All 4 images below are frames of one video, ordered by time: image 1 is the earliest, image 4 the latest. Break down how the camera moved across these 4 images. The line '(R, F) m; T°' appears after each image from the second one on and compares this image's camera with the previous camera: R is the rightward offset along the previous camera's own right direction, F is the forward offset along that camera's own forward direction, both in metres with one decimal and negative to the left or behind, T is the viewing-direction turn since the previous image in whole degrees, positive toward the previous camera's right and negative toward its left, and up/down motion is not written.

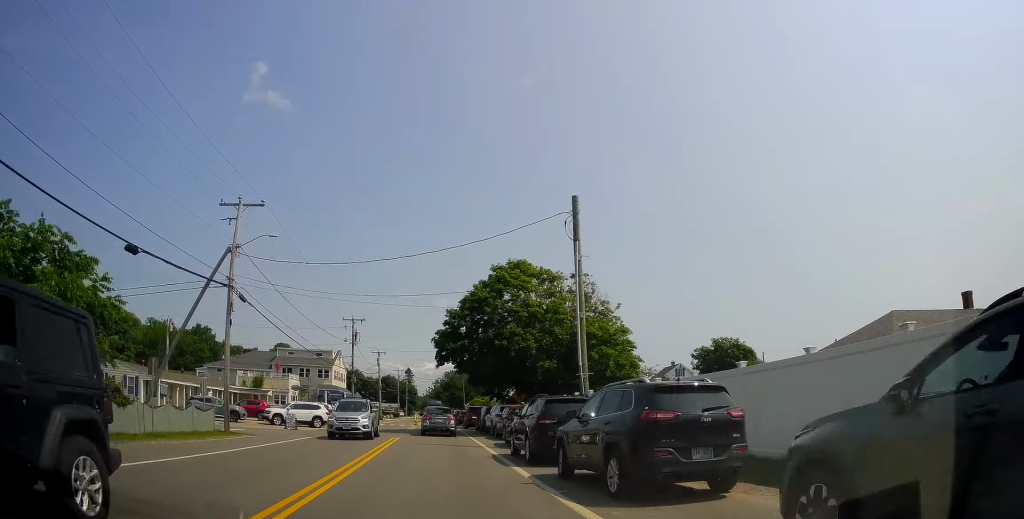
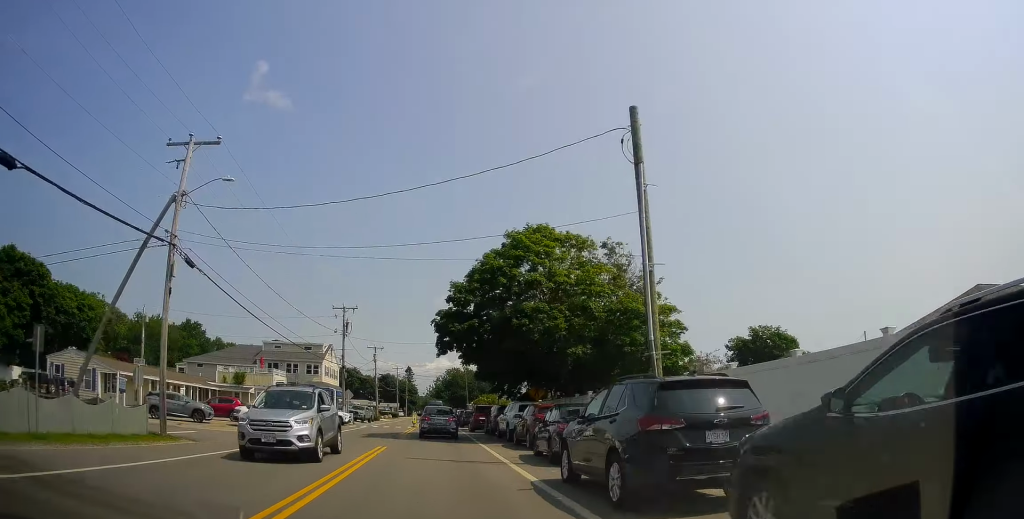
(+0.4, +6.9) m; -1°
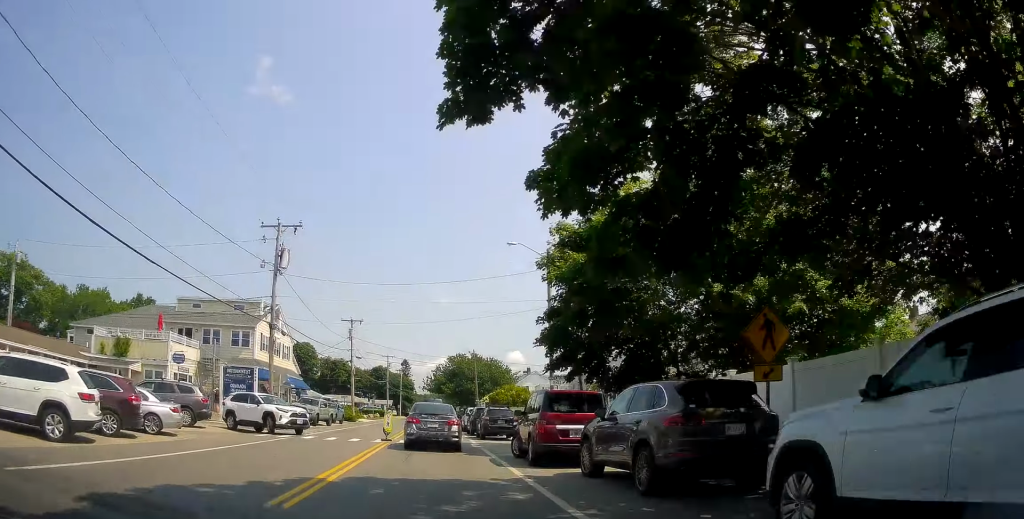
(-0.4, +23.6) m; +1°
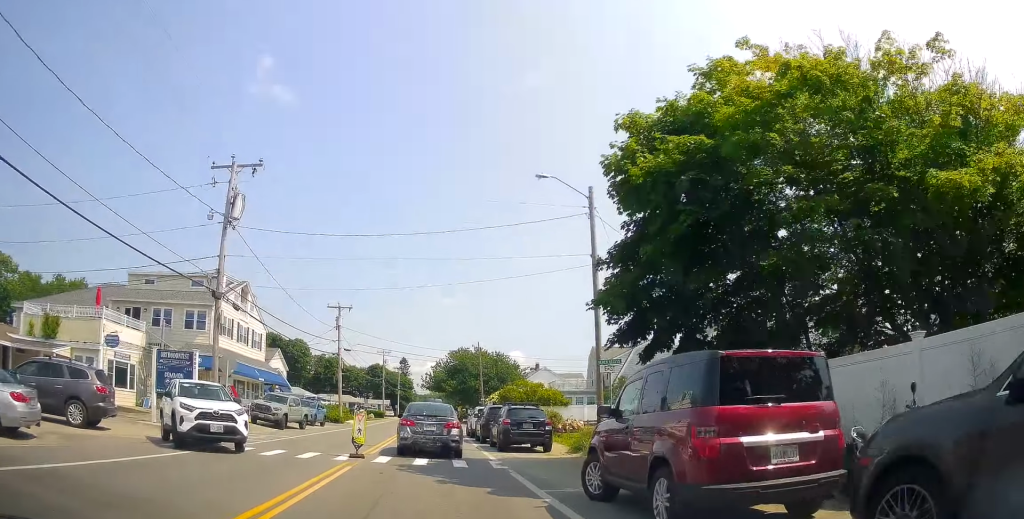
(-0.2, +8.3) m; 0°
